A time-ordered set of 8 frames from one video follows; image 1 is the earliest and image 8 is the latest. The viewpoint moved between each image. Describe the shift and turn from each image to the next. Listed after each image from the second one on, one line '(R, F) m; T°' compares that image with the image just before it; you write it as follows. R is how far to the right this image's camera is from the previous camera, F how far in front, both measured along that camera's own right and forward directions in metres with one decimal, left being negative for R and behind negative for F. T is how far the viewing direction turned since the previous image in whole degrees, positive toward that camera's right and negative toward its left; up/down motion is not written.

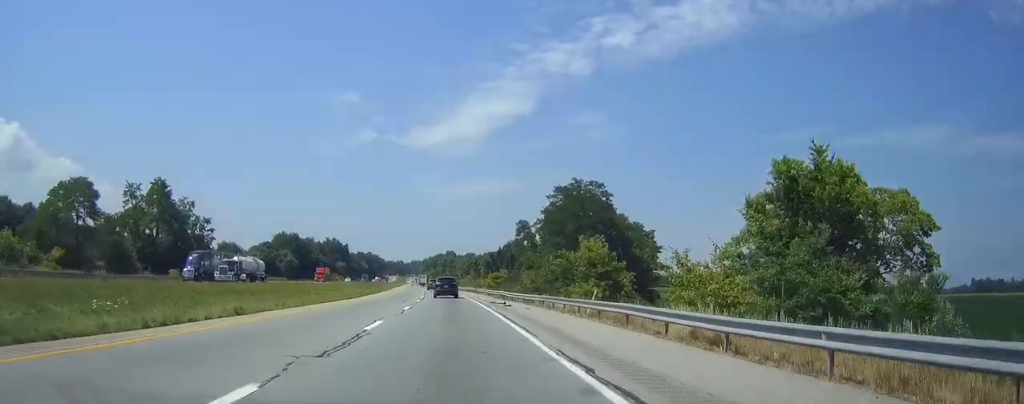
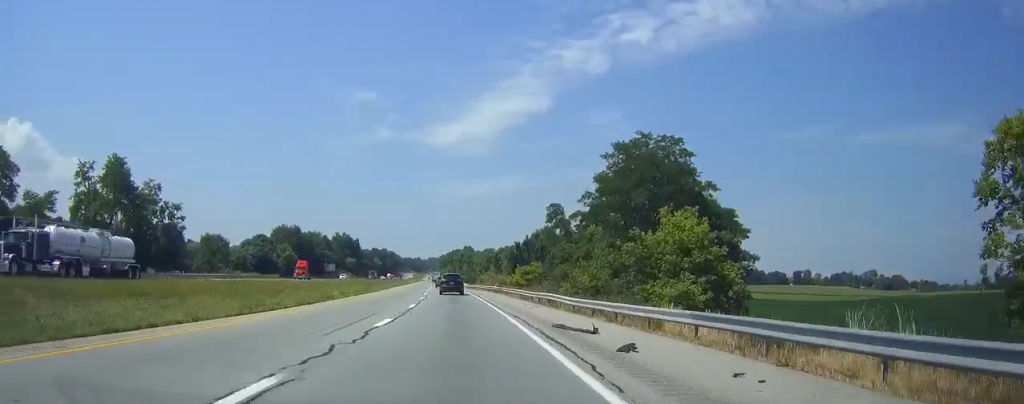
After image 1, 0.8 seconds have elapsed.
(+0.1, +23.8) m; -1°
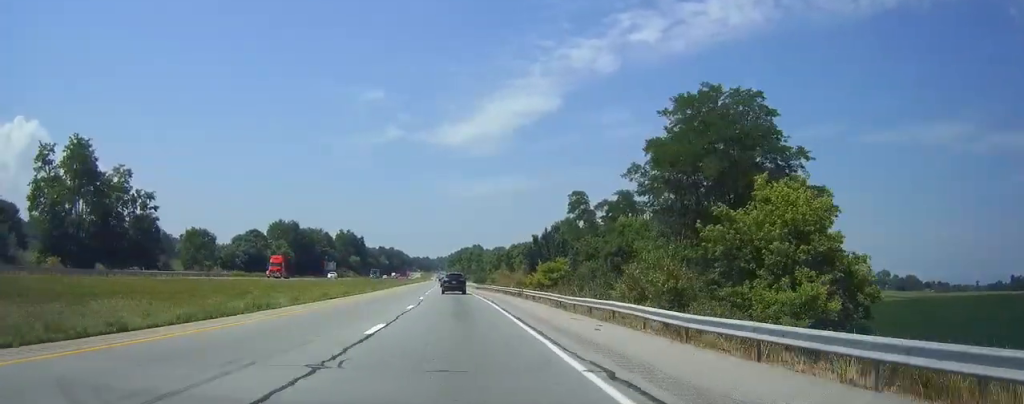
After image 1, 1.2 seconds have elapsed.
(-0.2, +14.5) m; -1°
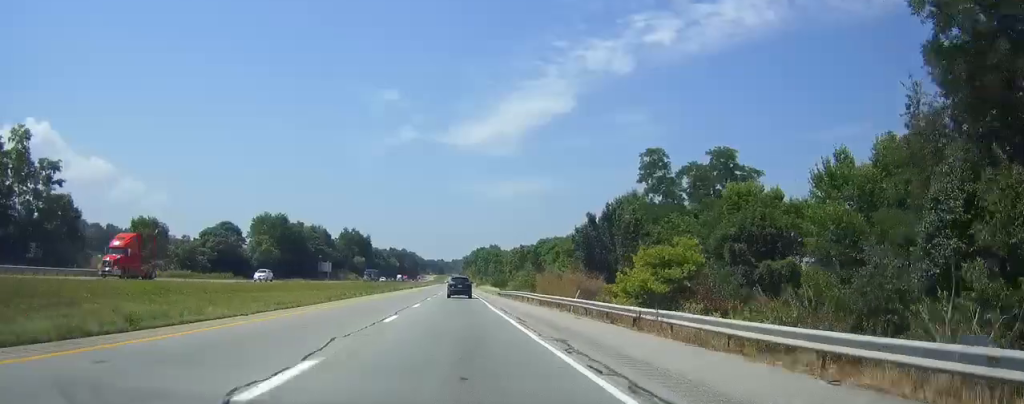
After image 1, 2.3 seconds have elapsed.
(-0.8, +32.5) m; -2°
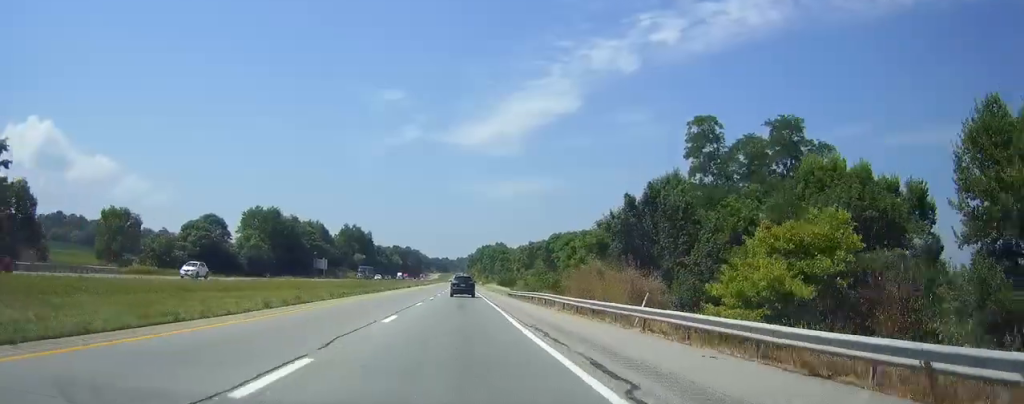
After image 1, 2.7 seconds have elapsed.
(-0.1, +12.7) m; 0°
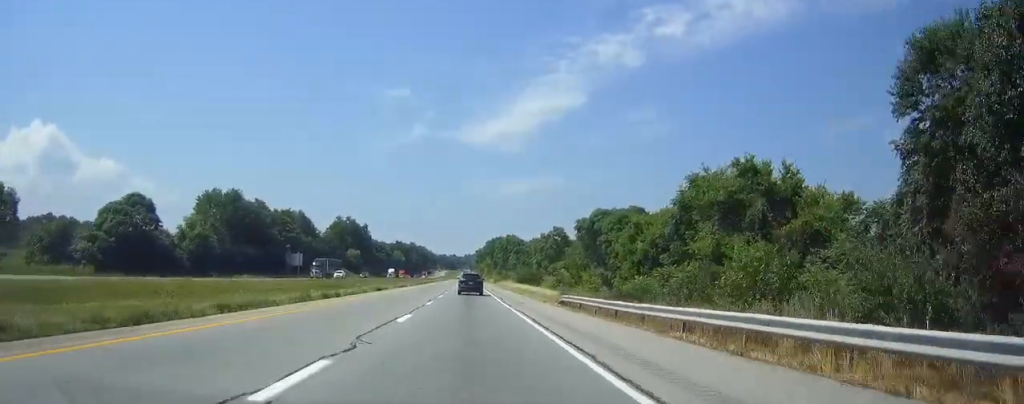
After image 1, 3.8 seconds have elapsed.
(-0.3, +37.2) m; -1°
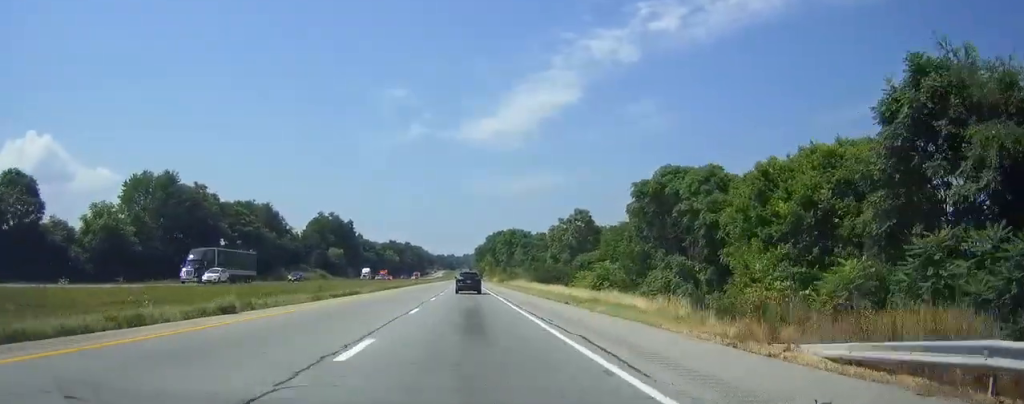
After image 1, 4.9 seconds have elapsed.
(-0.3, +33.2) m; 0°
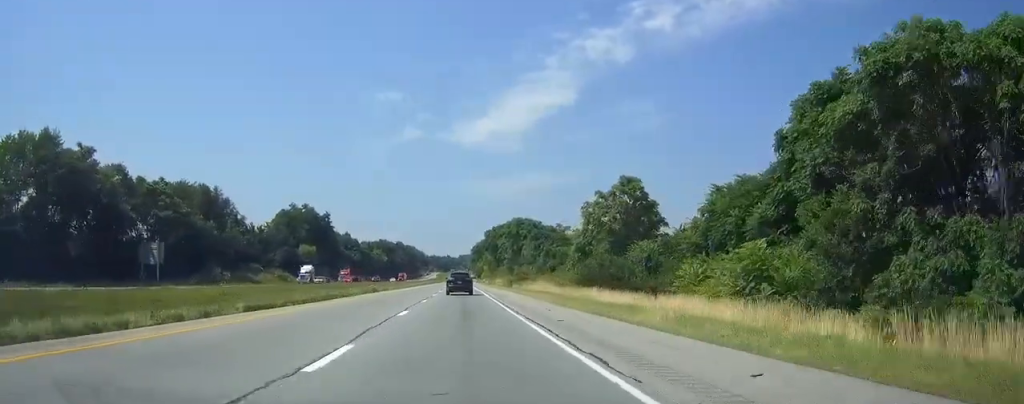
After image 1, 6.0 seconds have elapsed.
(0.0, +37.7) m; 0°
